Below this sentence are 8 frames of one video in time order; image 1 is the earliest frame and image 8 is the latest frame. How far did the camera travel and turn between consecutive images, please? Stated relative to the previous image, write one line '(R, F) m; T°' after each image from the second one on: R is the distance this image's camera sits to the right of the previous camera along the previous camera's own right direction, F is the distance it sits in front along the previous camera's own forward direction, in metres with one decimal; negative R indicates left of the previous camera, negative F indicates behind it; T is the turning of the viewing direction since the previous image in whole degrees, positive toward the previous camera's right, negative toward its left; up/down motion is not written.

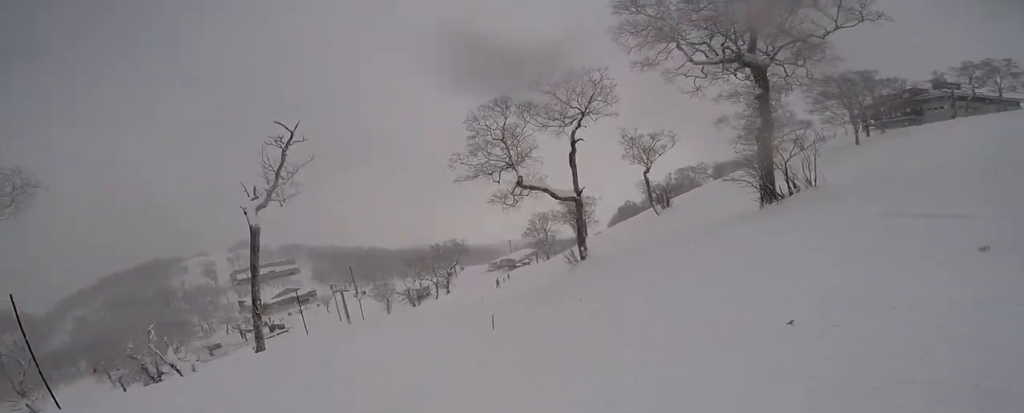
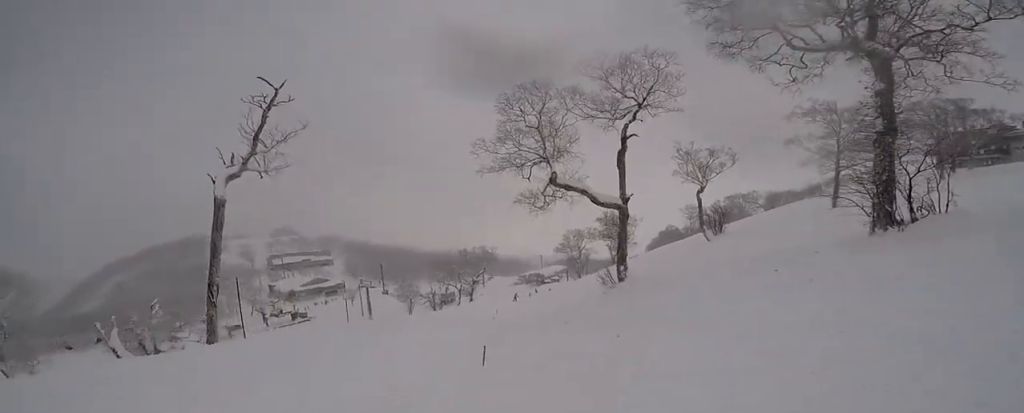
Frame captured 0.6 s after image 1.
(0.0, +3.8) m; -3°
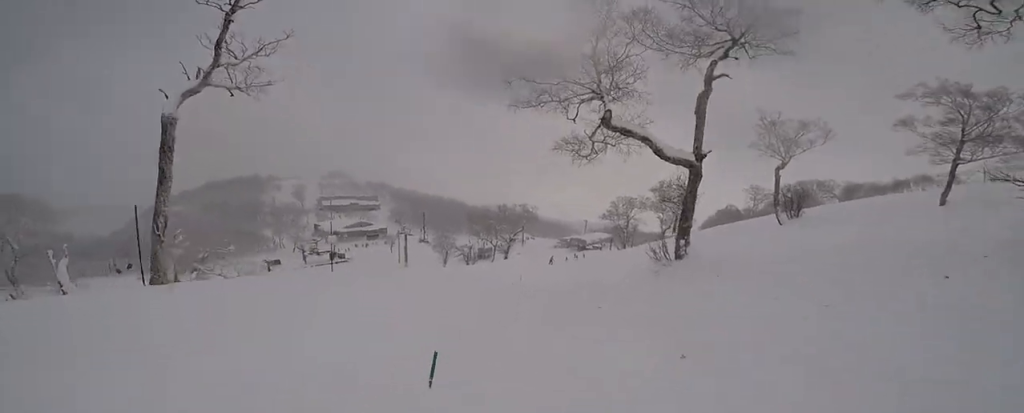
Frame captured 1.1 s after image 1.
(-0.5, +3.7) m; -6°
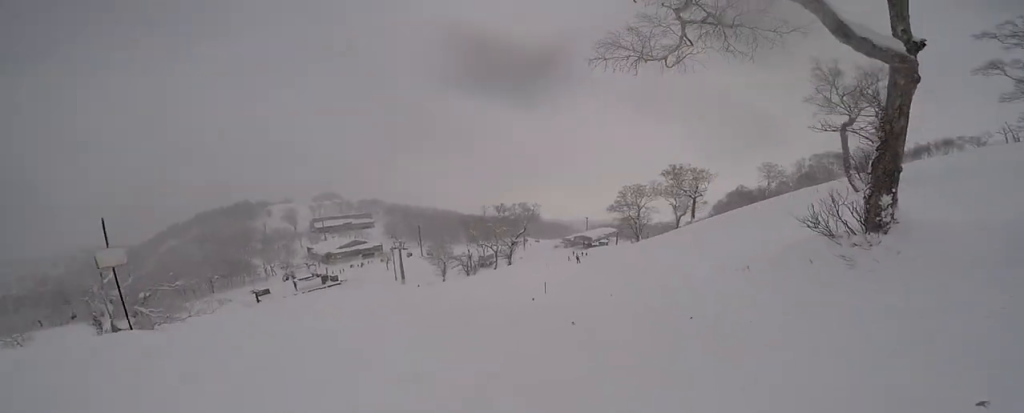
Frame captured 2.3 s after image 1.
(-0.3, +8.5) m; -2°
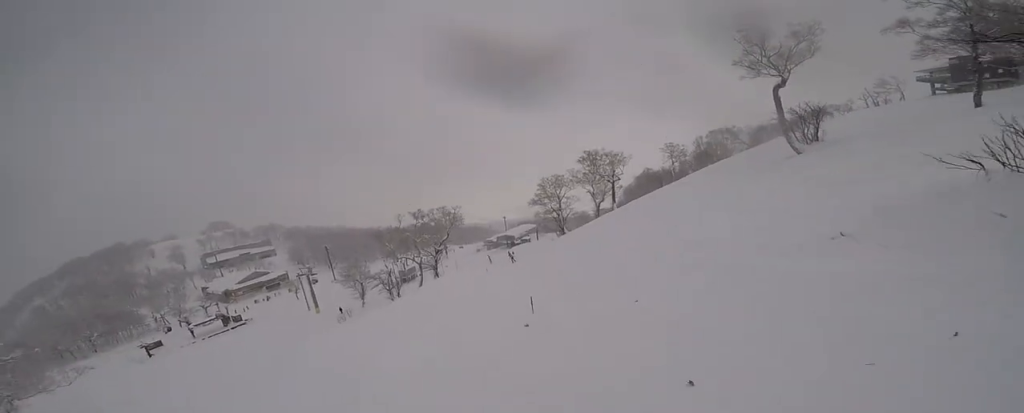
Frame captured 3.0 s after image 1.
(0.0, +5.2) m; 0°
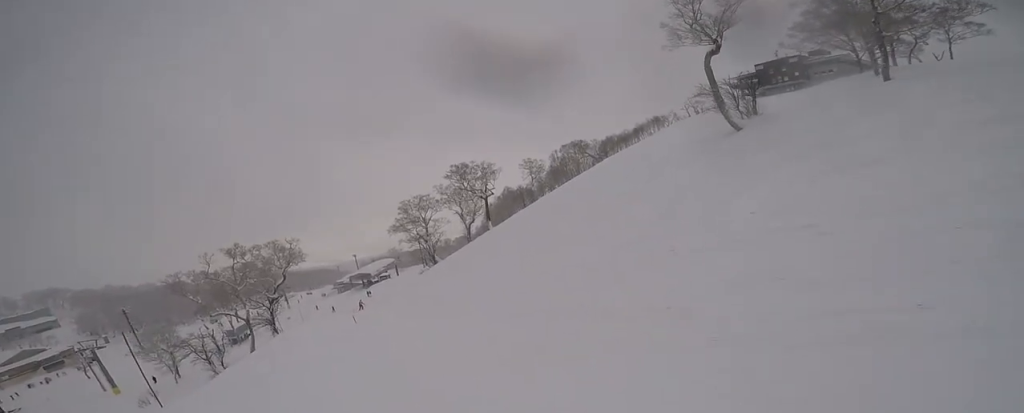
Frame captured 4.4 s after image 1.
(+0.5, +10.1) m; +13°
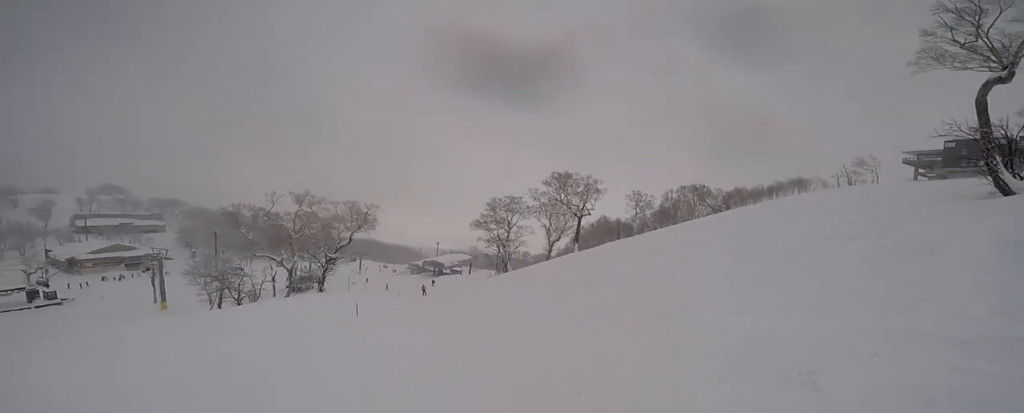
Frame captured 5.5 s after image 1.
(+1.2, +7.3) m; +10°
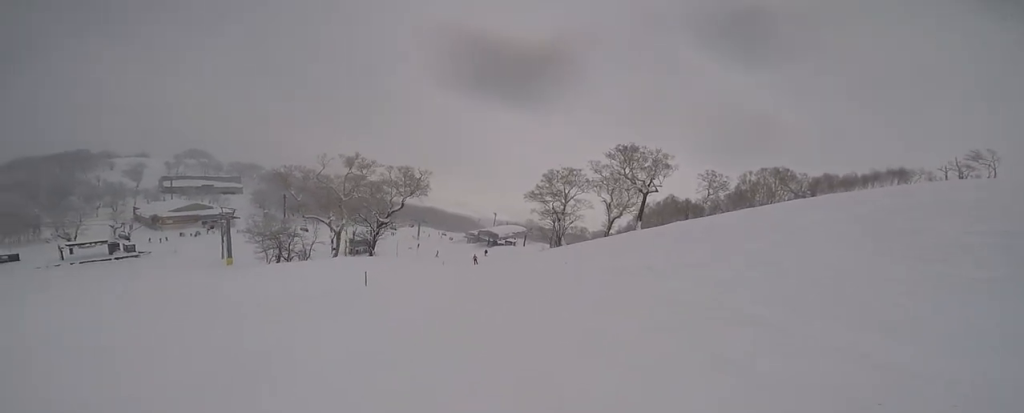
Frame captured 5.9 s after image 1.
(+0.1, +3.2) m; +1°
